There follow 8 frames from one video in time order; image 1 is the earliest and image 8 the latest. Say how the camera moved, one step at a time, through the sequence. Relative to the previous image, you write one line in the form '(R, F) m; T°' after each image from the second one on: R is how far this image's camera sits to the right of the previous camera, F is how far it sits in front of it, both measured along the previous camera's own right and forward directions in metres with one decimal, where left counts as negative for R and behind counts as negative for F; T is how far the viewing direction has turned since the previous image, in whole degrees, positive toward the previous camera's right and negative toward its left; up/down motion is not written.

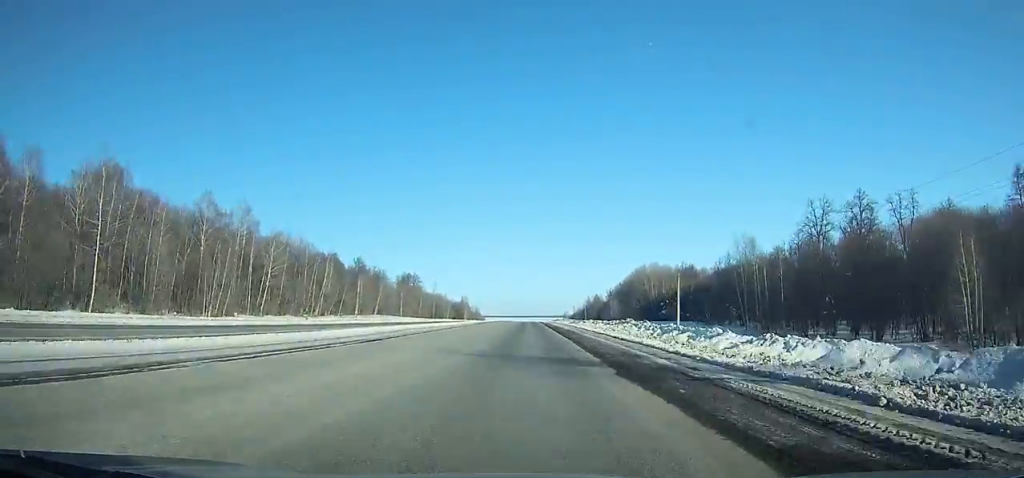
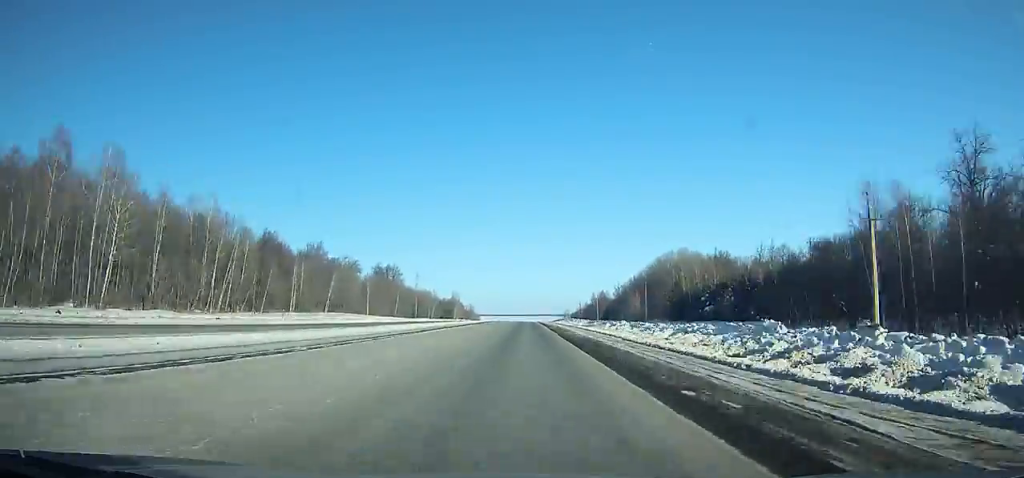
(0.0, +39.0) m; 0°
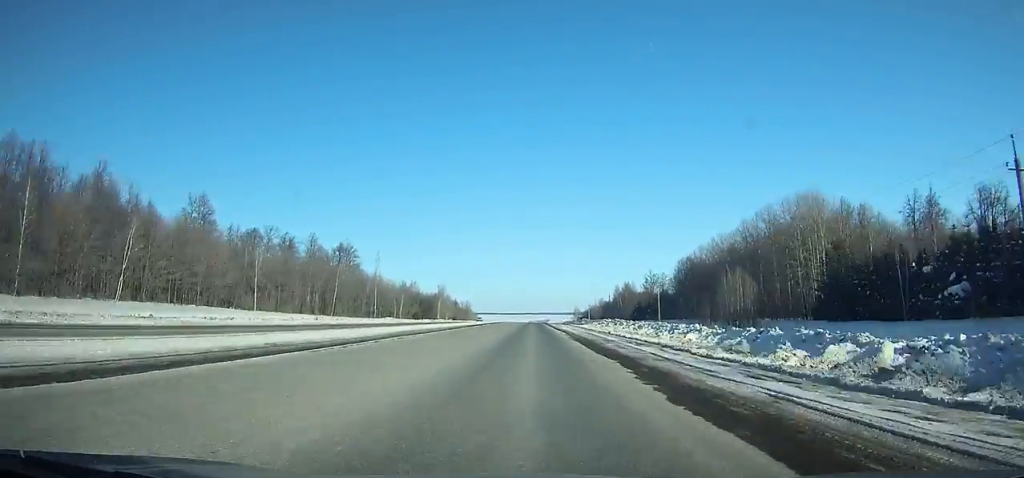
(-0.2, +73.1) m; 0°
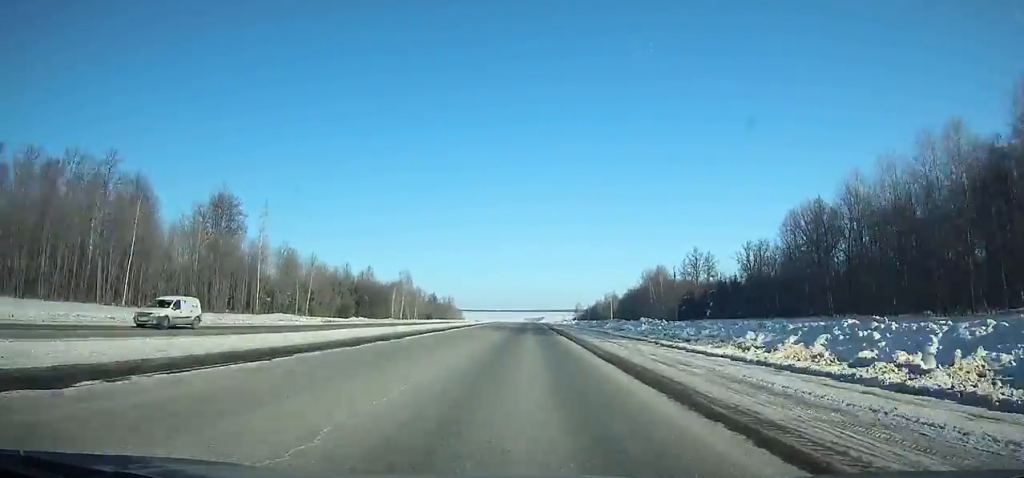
(+0.1, +72.6) m; 0°
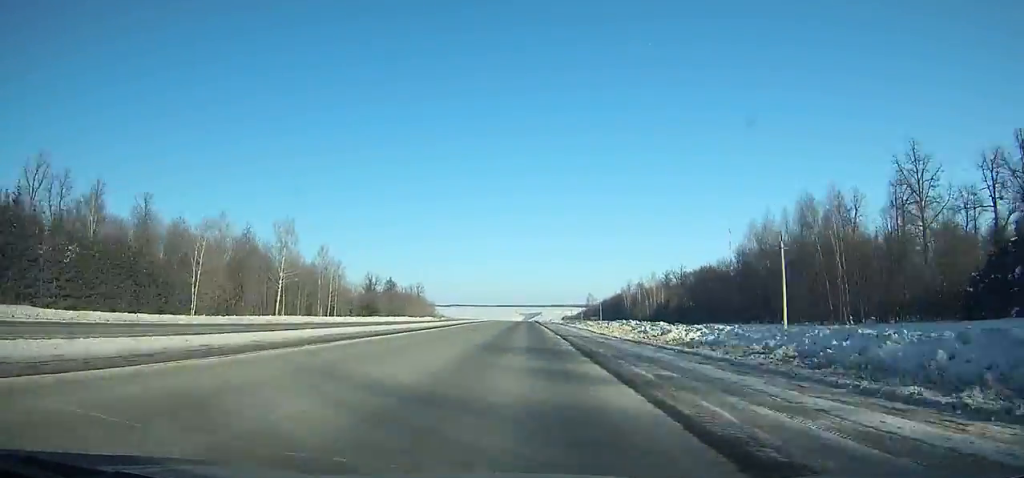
(+0.1, +102.7) m; 0°
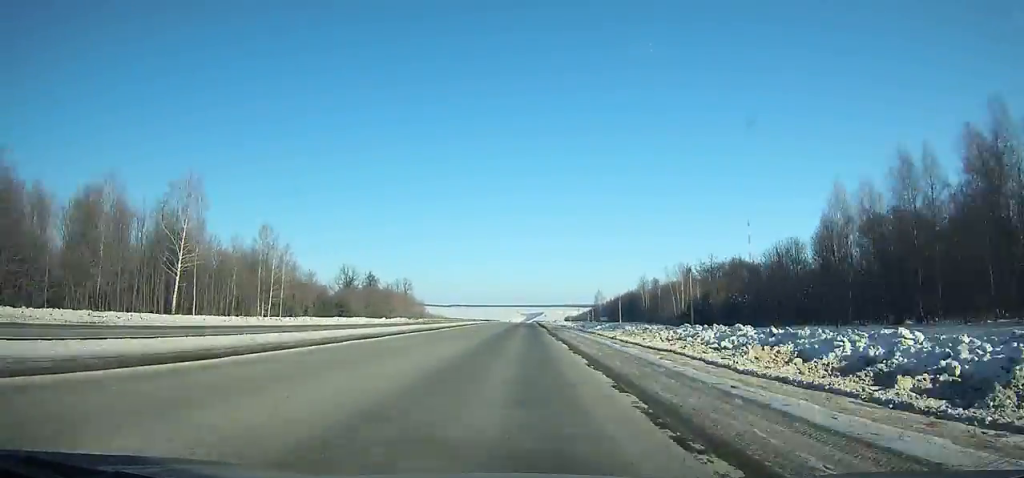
(0.0, +33.0) m; 0°
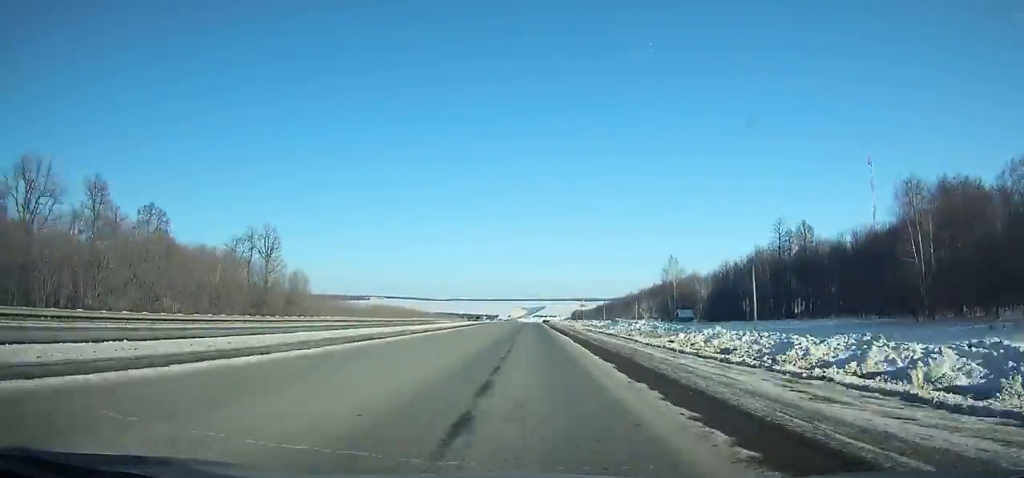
(+0.1, +147.5) m; 0°
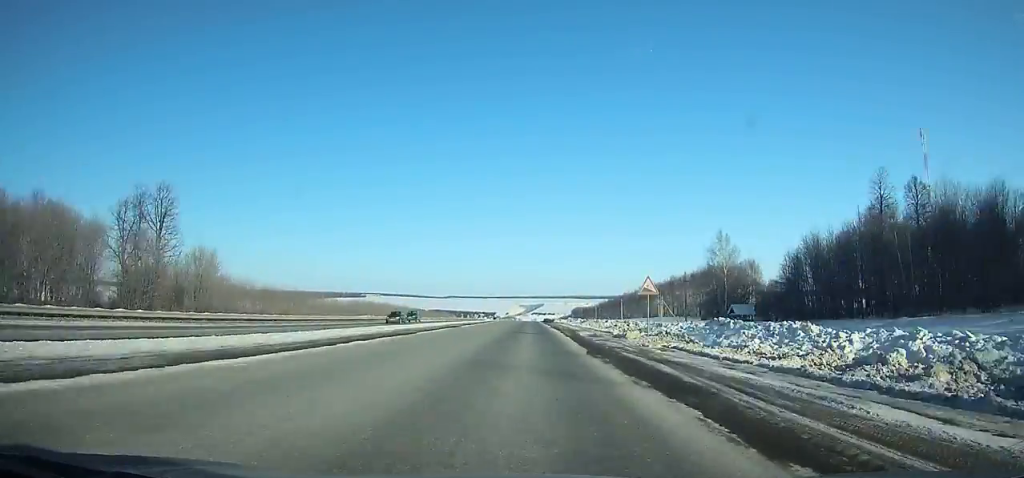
(0.0, +39.4) m; 0°
